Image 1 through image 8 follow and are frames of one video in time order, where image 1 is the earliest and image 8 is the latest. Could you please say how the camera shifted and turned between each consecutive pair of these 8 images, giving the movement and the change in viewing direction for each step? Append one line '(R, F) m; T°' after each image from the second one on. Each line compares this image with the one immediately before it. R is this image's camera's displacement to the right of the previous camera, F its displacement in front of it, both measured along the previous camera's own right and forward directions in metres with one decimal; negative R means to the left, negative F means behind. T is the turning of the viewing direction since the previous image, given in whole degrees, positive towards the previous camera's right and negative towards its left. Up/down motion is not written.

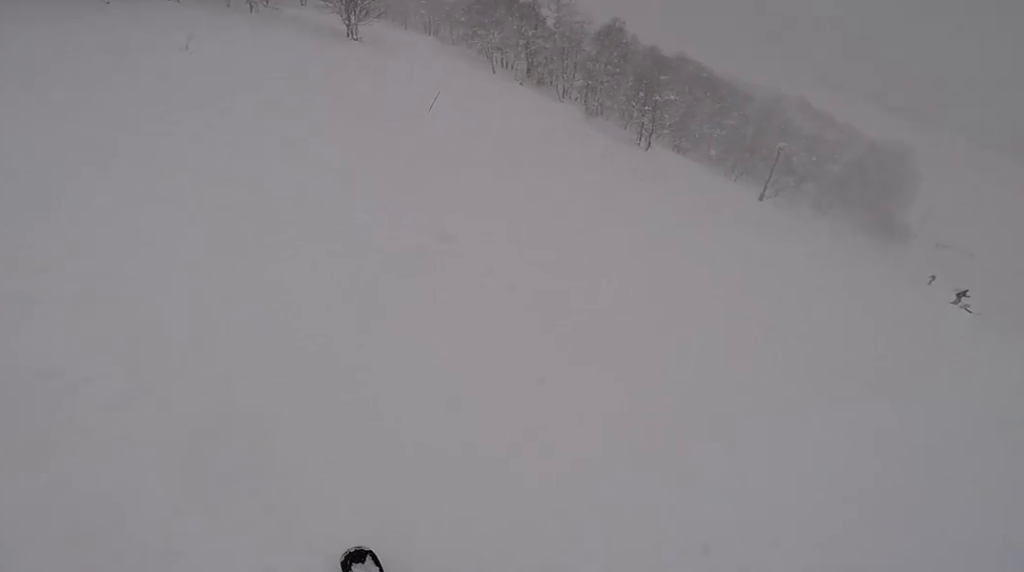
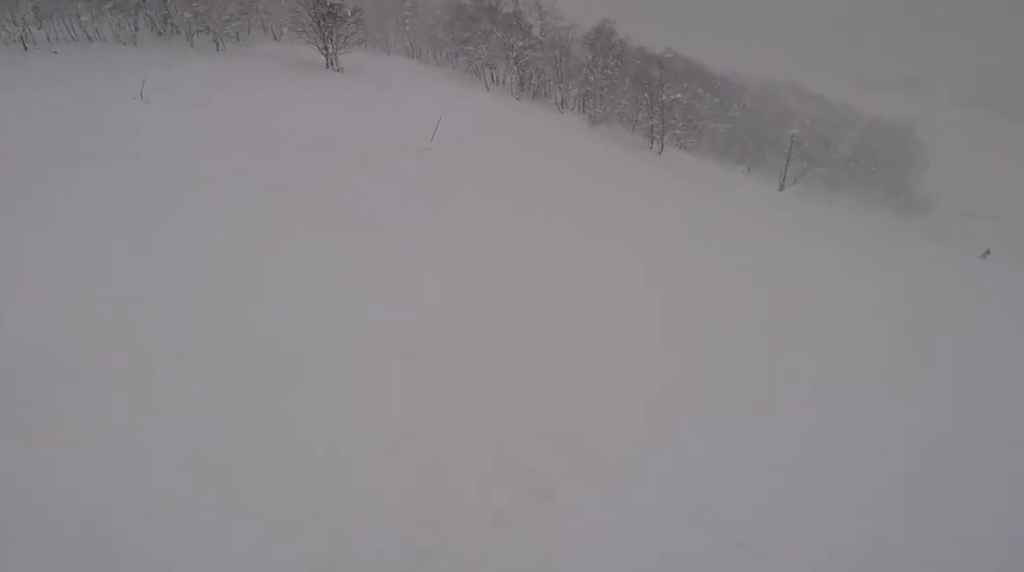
(+0.8, +4.4) m; 0°
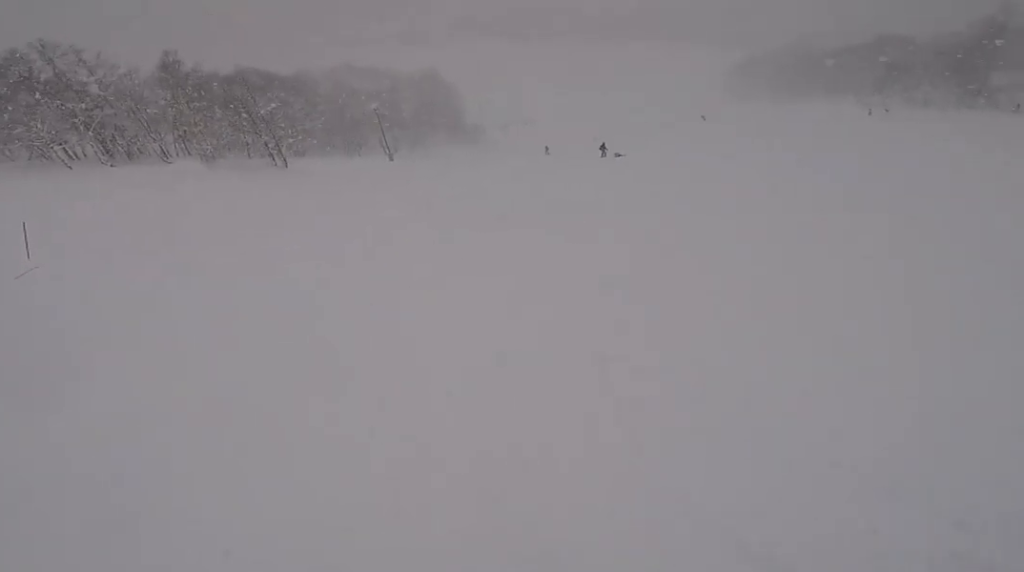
(-0.6, +4.1) m; +13°
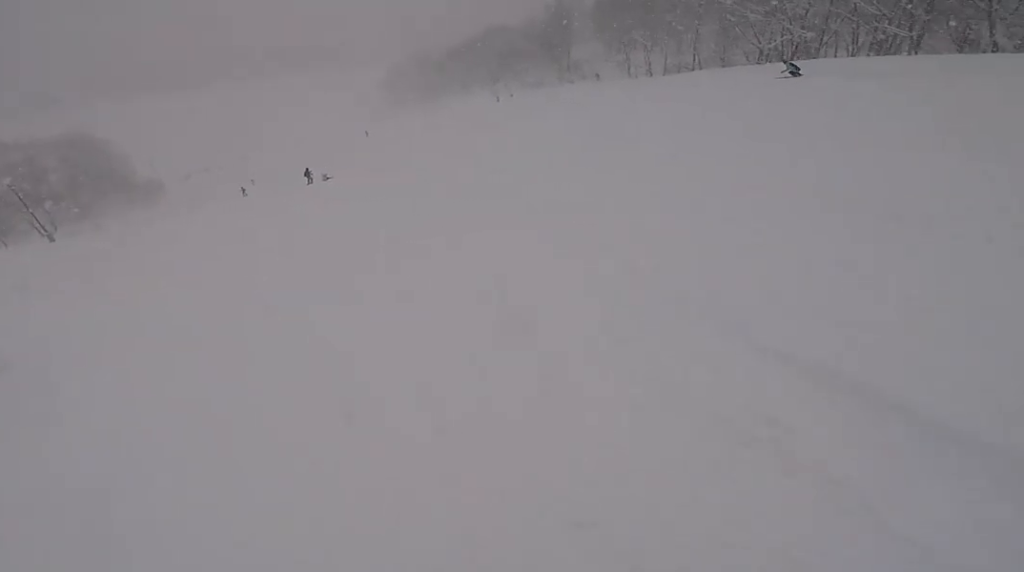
(+0.6, +2.8) m; +30°
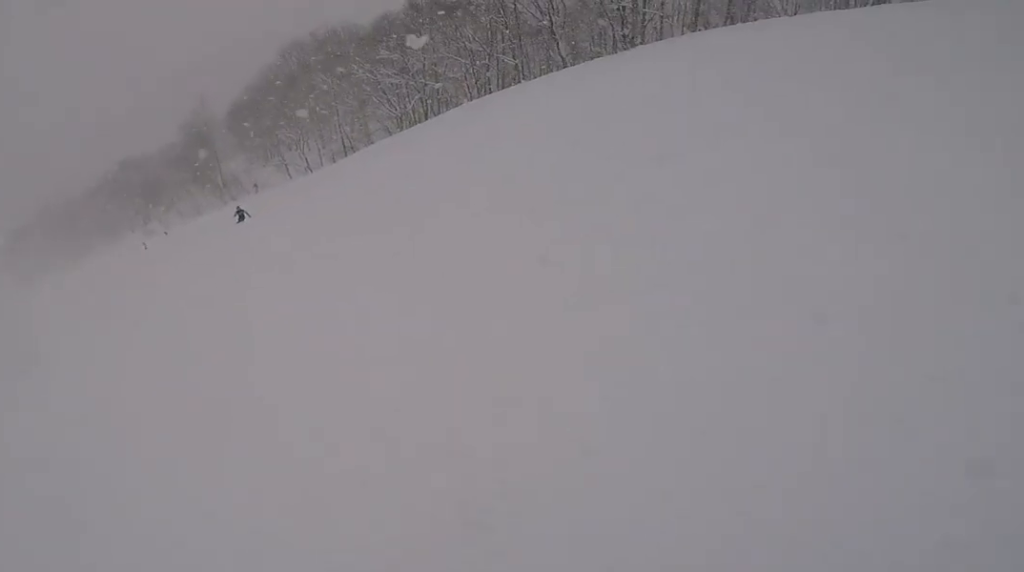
(+3.9, +6.5) m; +53°
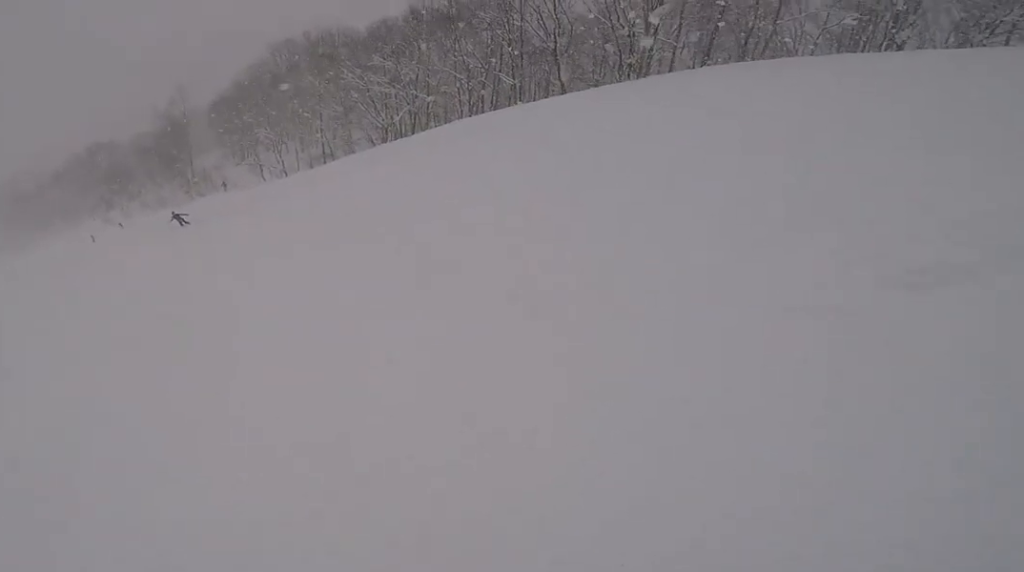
(+0.7, +2.5) m; +6°
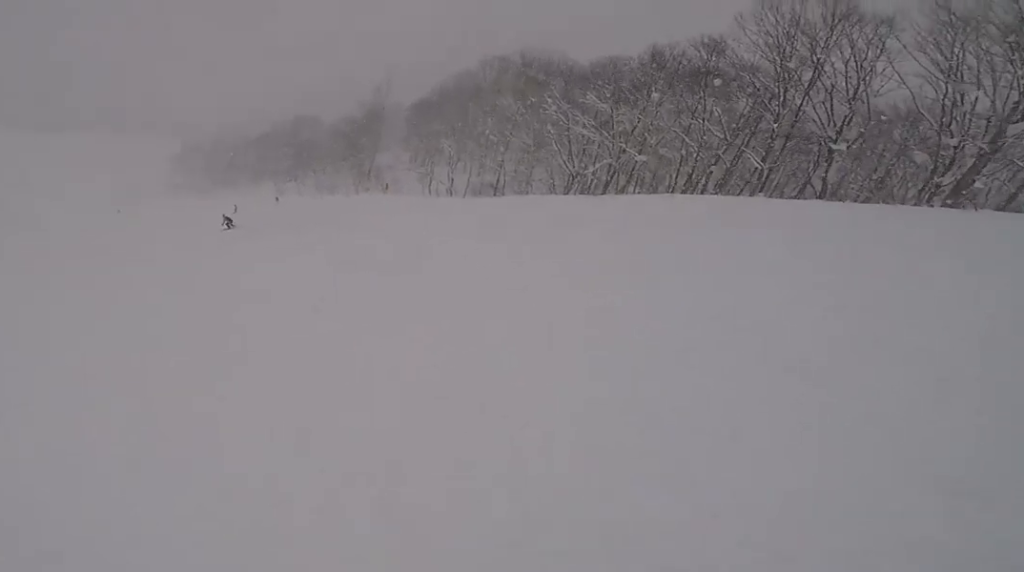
(+0.7, +5.8) m; -4°
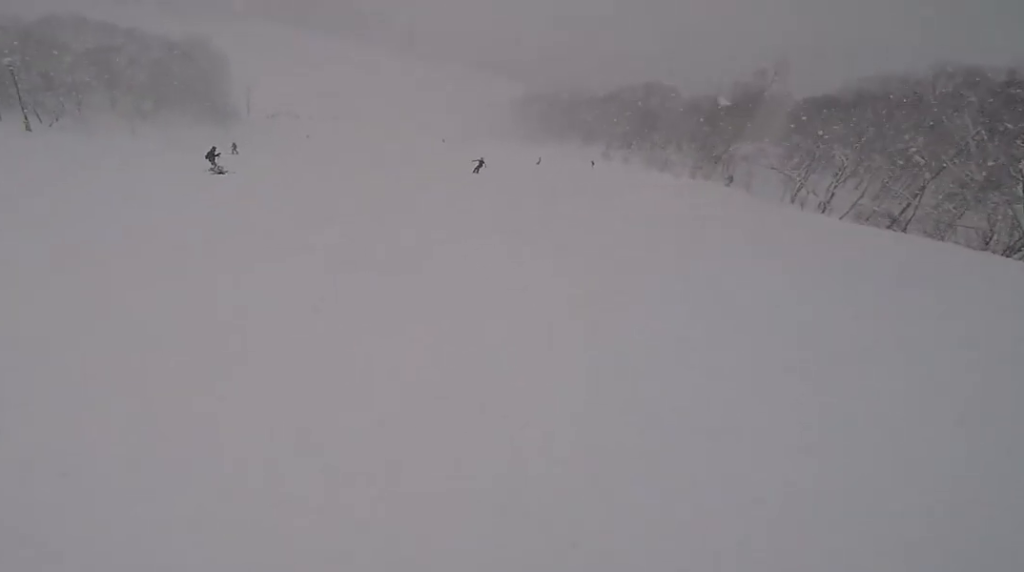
(+0.4, +2.9) m; -11°
